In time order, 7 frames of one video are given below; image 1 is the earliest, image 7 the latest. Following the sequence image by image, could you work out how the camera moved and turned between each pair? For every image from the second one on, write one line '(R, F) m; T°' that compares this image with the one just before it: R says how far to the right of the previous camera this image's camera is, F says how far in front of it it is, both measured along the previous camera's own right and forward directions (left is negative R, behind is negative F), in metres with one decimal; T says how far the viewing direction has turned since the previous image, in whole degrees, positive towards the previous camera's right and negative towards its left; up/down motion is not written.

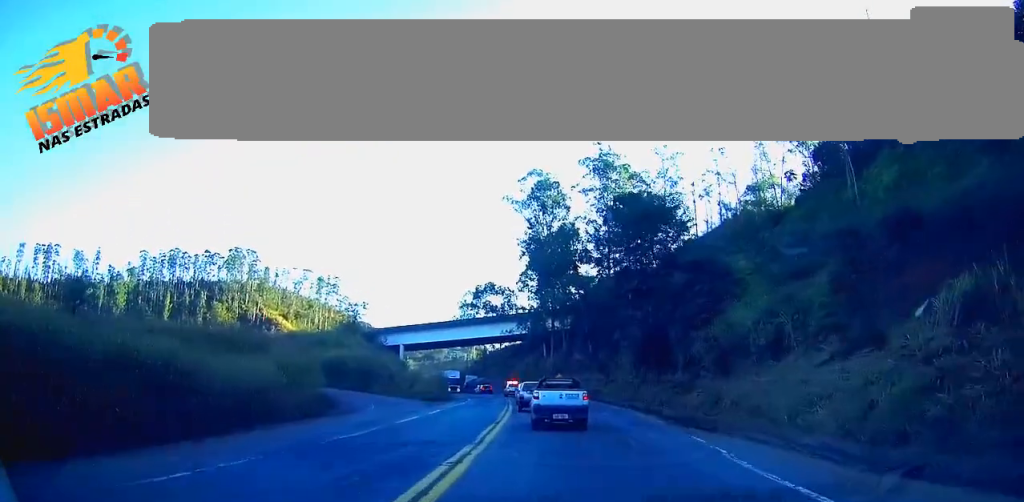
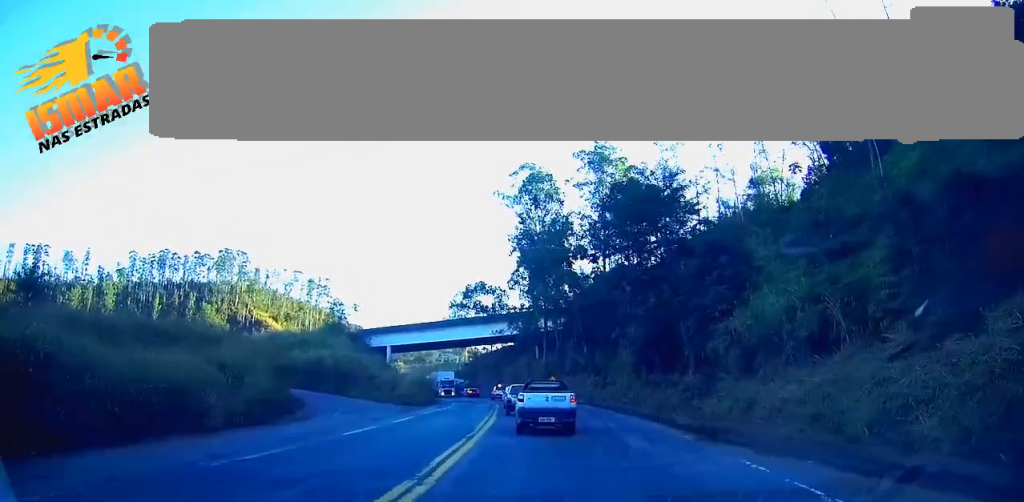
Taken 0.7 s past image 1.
(-0.1, +5.4) m; -1°
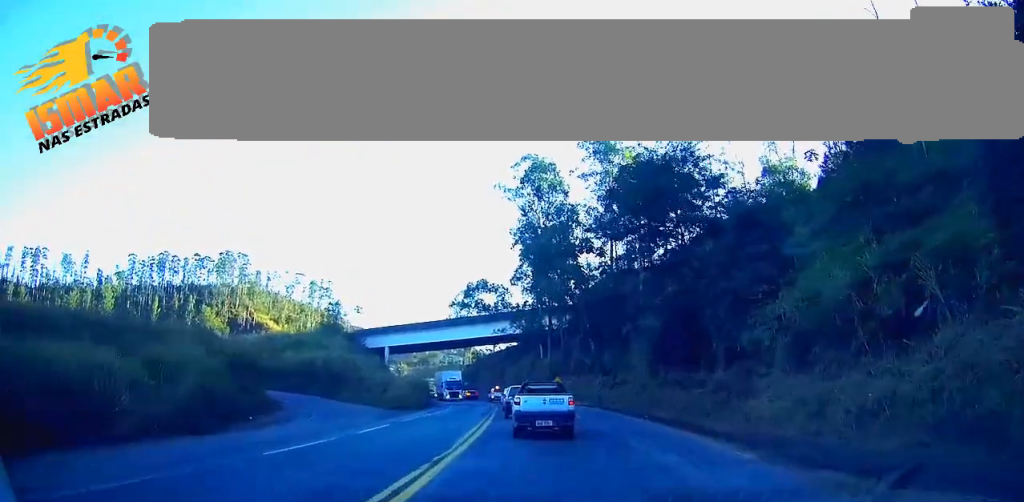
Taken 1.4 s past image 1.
(+0.2, +5.9) m; 0°
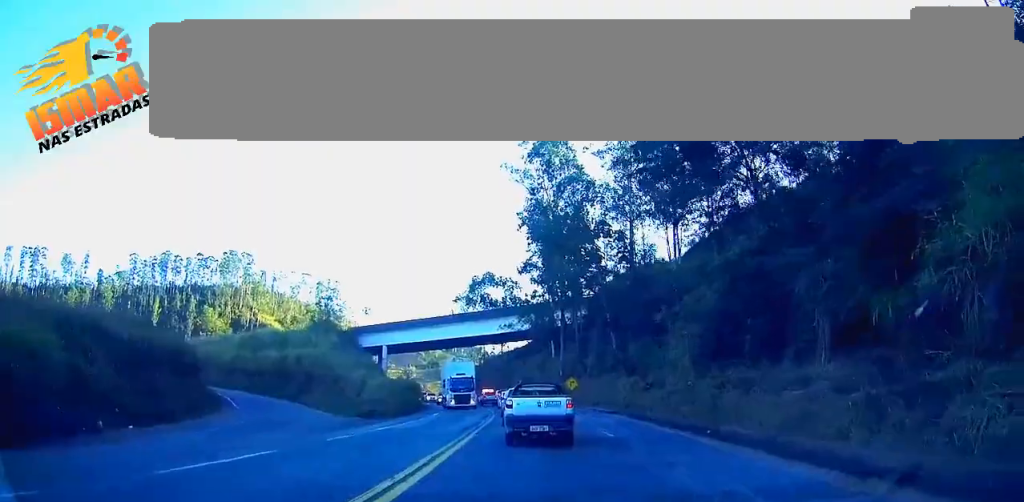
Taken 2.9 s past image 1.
(-0.3, +11.2) m; -1°
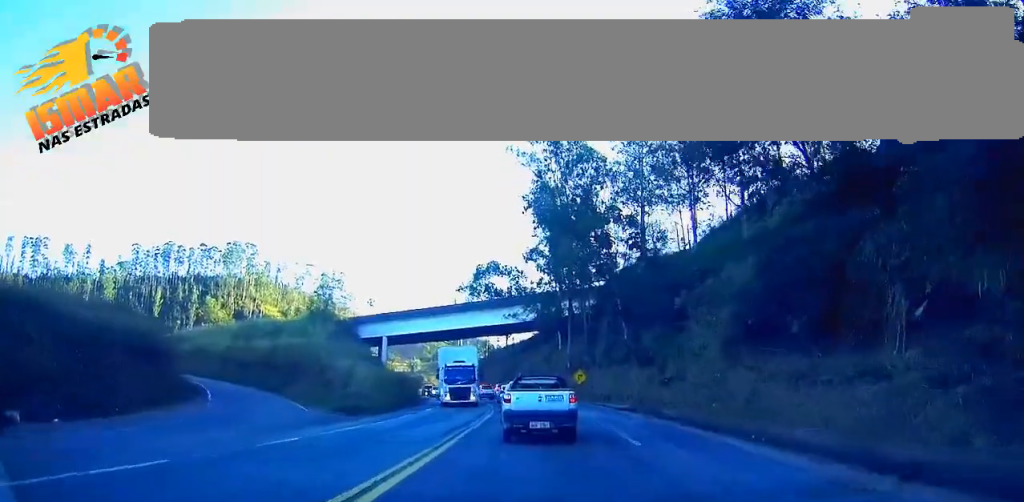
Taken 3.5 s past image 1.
(+0.1, +4.5) m; +1°
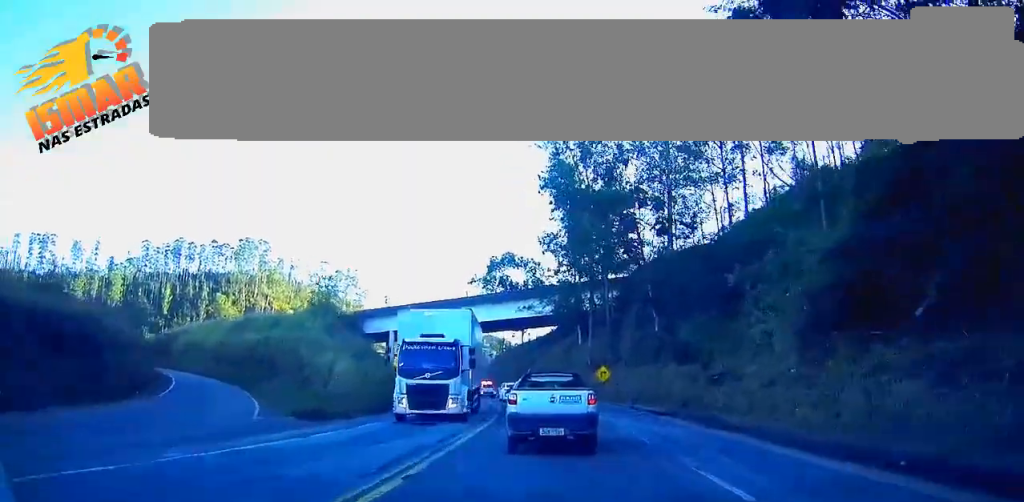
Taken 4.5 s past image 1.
(0.0, +7.8) m; 0°
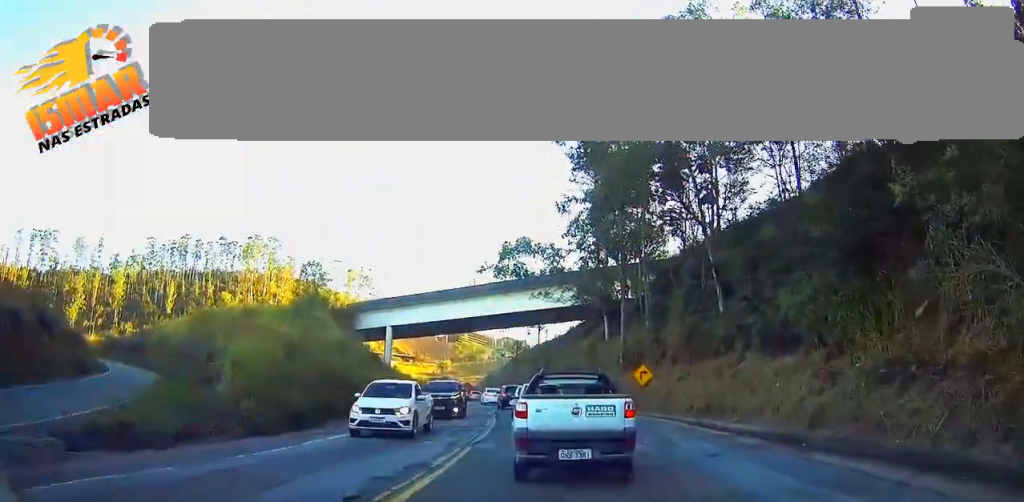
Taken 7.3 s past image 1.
(-1.0, +16.4) m; -5°
